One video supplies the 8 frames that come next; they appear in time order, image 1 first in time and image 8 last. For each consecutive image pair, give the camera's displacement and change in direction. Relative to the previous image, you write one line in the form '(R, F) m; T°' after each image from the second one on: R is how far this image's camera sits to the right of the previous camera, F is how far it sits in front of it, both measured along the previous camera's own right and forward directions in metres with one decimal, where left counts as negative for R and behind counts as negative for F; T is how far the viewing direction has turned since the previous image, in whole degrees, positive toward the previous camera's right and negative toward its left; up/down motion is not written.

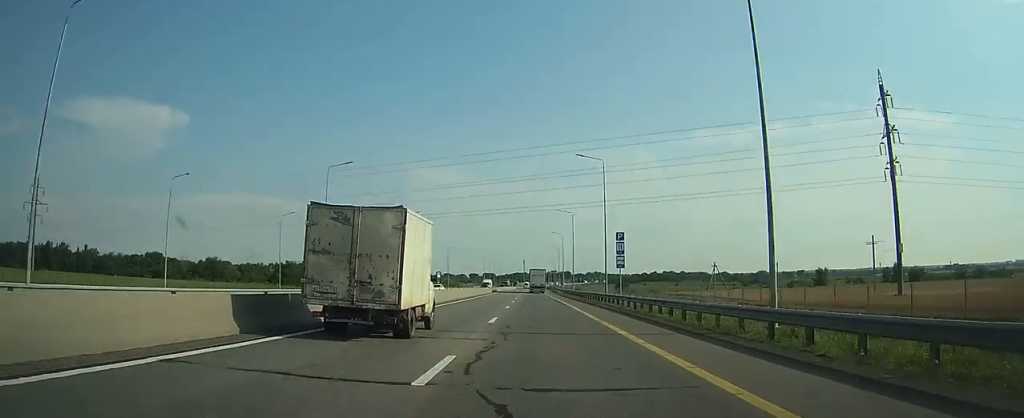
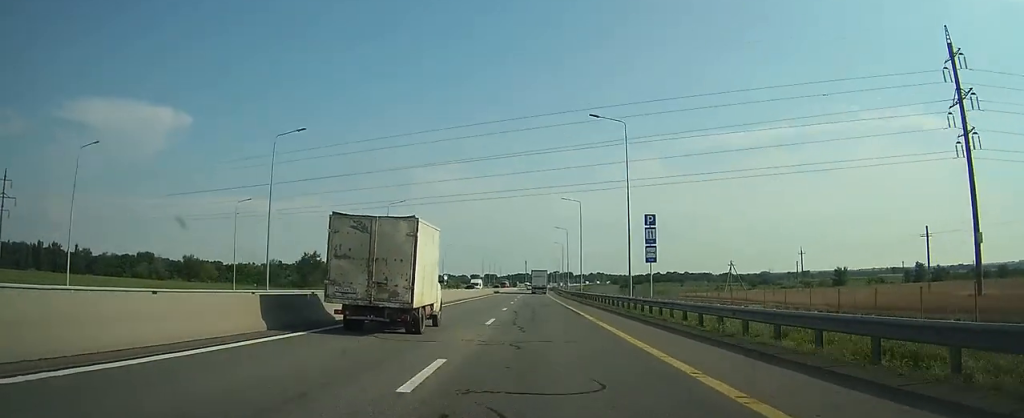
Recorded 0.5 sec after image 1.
(0.0, +12.6) m; 0°
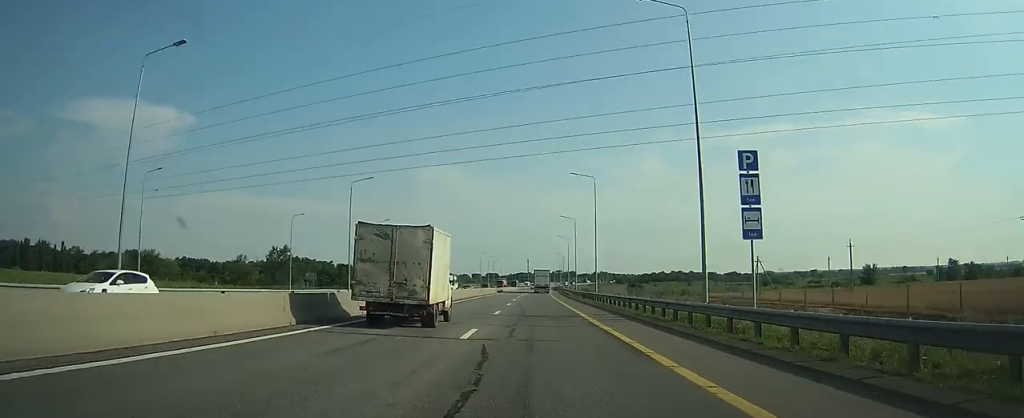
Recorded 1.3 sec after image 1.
(0.0, +17.3) m; 0°
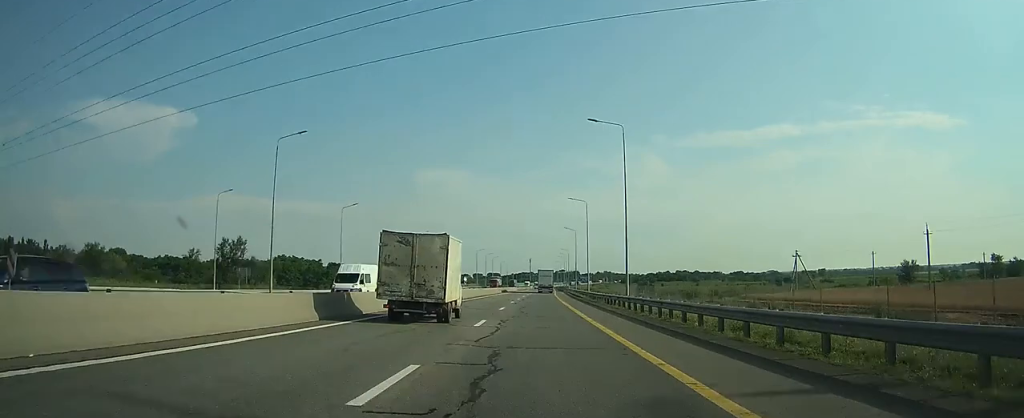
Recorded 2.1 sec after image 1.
(0.0, +19.6) m; 0°
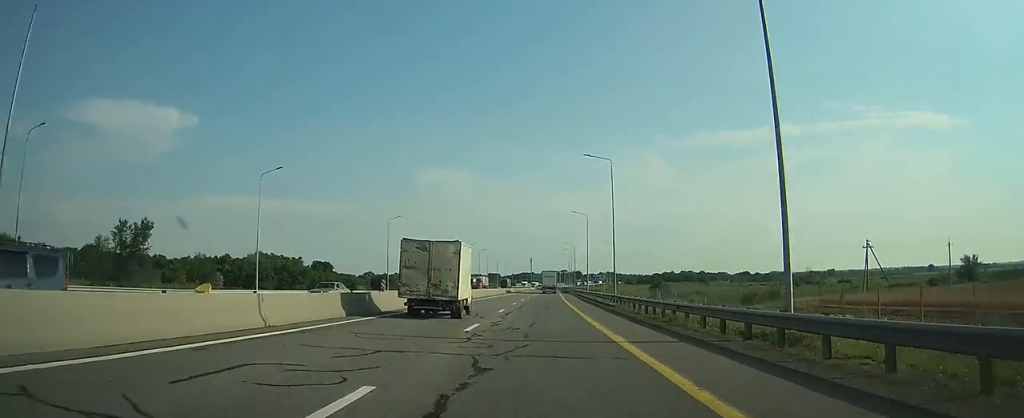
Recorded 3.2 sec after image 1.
(-0.1, +25.7) m; 0°
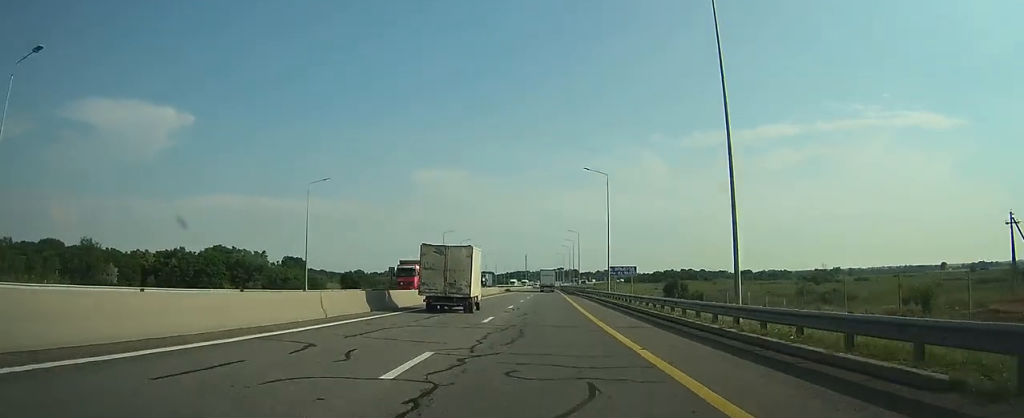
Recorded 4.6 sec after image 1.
(0.0, +31.9) m; 0°
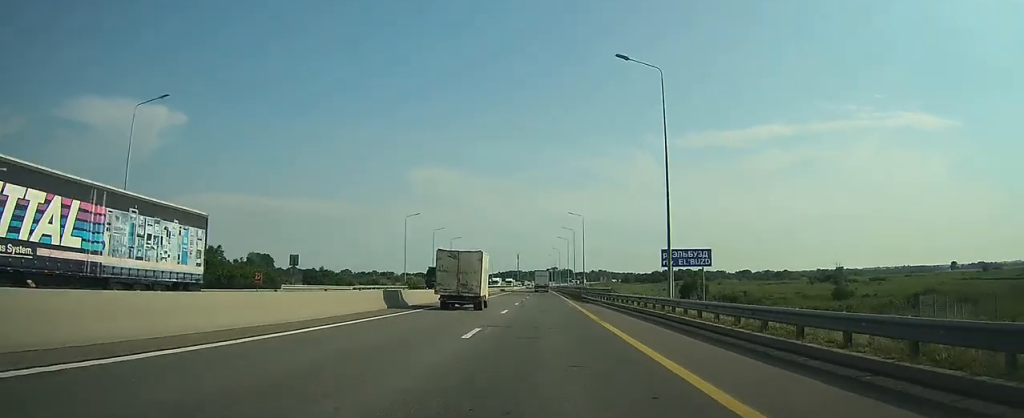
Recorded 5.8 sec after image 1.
(+0.1, +29.4) m; 0°
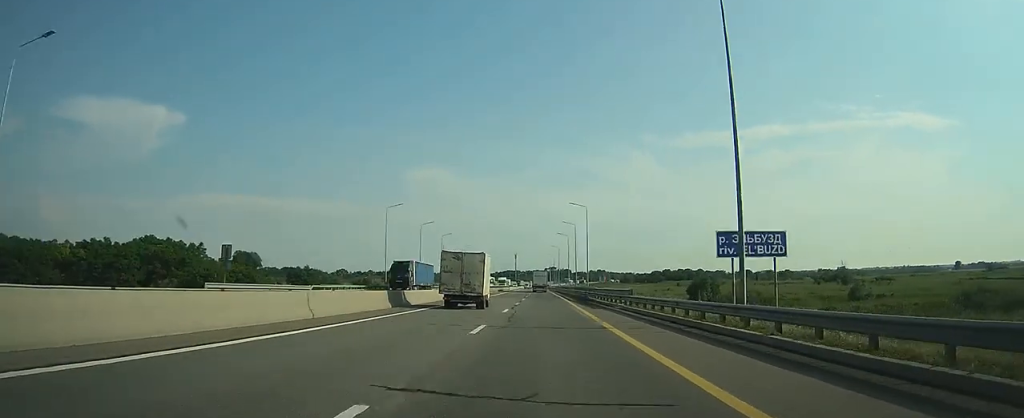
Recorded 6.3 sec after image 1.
(0.0, +10.7) m; 0°
